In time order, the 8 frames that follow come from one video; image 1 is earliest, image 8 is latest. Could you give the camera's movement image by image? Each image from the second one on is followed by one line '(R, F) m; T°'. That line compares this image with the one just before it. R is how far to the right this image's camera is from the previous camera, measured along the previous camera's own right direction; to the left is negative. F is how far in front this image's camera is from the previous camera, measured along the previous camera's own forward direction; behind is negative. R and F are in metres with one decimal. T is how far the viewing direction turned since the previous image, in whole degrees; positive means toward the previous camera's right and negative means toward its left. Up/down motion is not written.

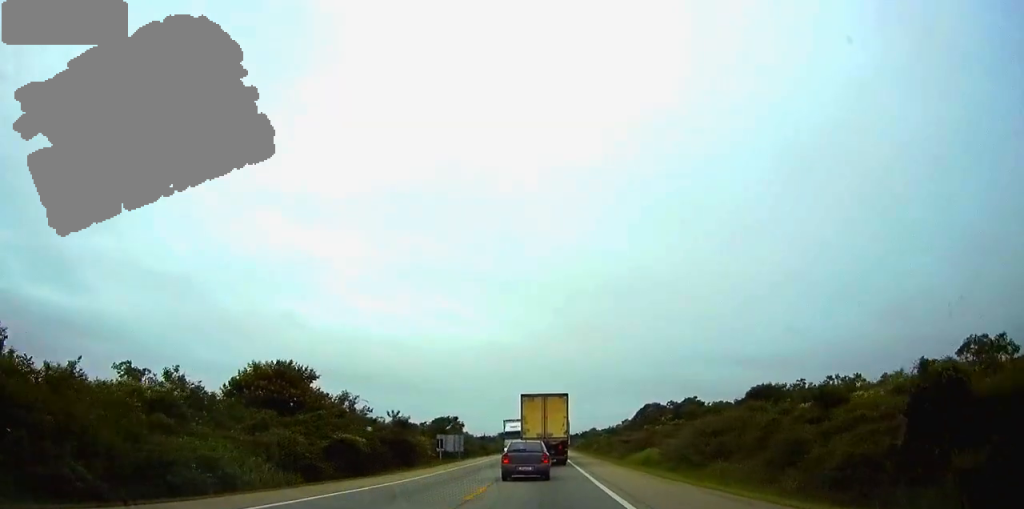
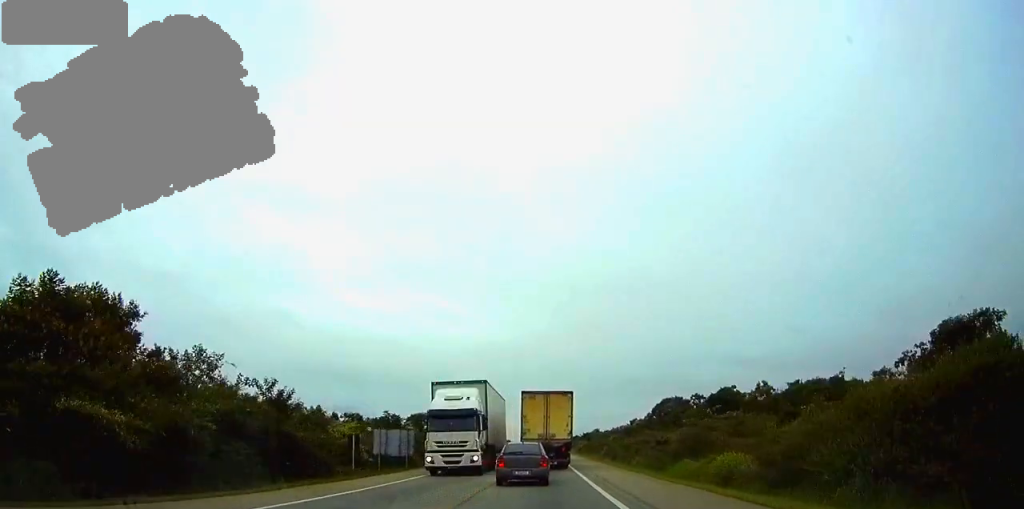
(0.0, +27.1) m; 0°
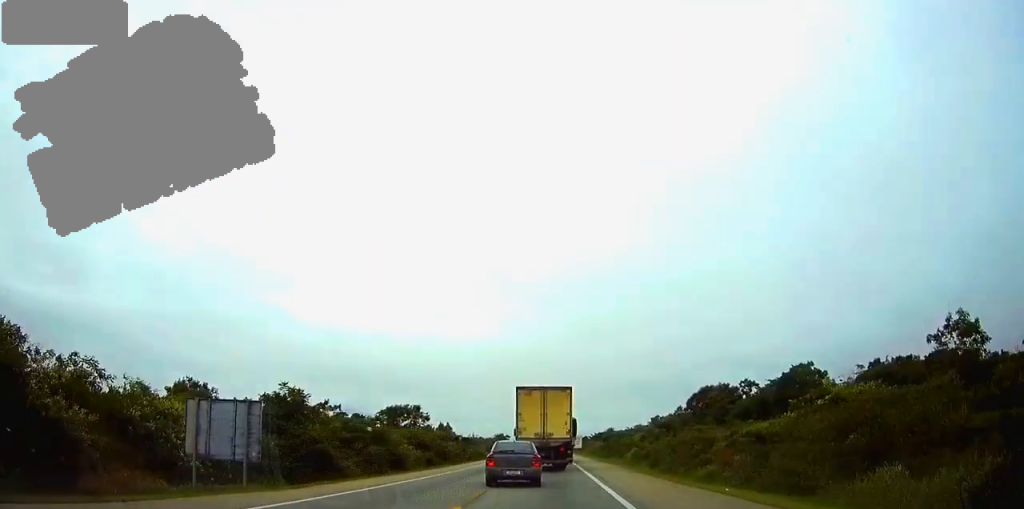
(-0.1, +27.5) m; 0°
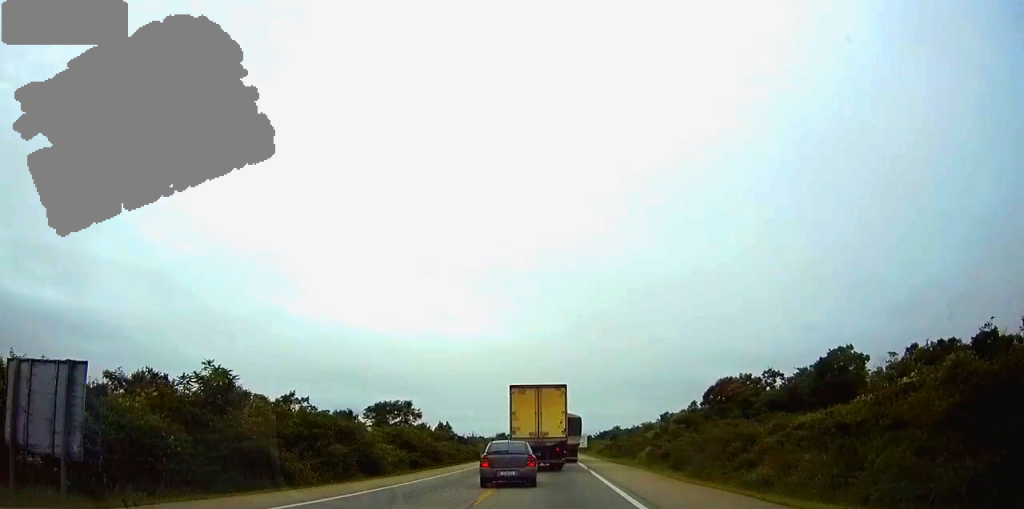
(0.0, +9.5) m; 0°
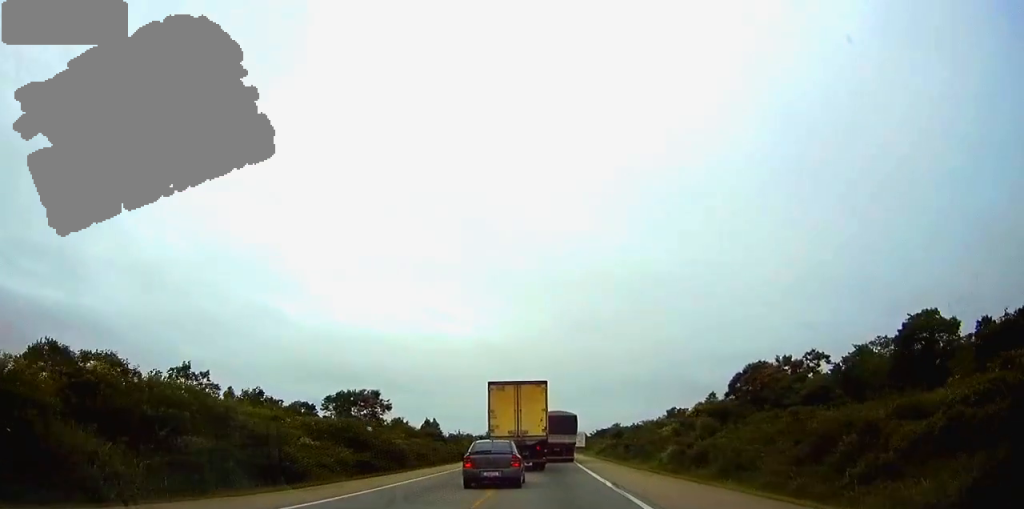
(0.0, +16.6) m; 0°
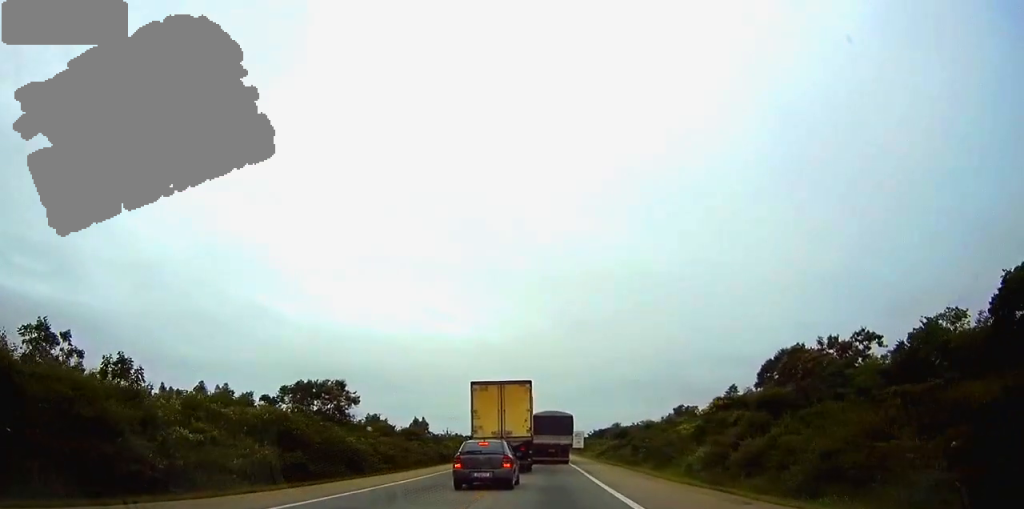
(0.0, +13.0) m; 0°
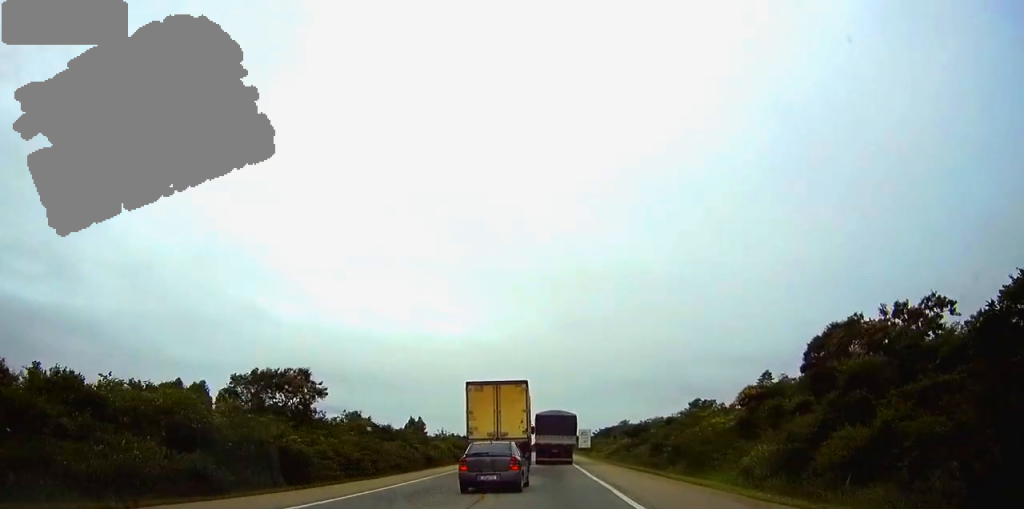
(0.0, +12.2) m; 0°
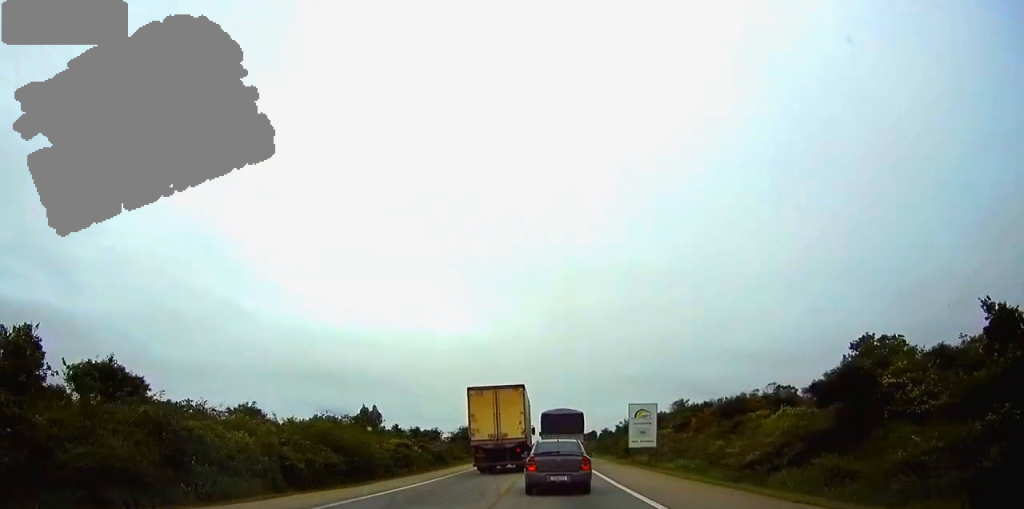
(-0.1, +65.1) m; 0°
